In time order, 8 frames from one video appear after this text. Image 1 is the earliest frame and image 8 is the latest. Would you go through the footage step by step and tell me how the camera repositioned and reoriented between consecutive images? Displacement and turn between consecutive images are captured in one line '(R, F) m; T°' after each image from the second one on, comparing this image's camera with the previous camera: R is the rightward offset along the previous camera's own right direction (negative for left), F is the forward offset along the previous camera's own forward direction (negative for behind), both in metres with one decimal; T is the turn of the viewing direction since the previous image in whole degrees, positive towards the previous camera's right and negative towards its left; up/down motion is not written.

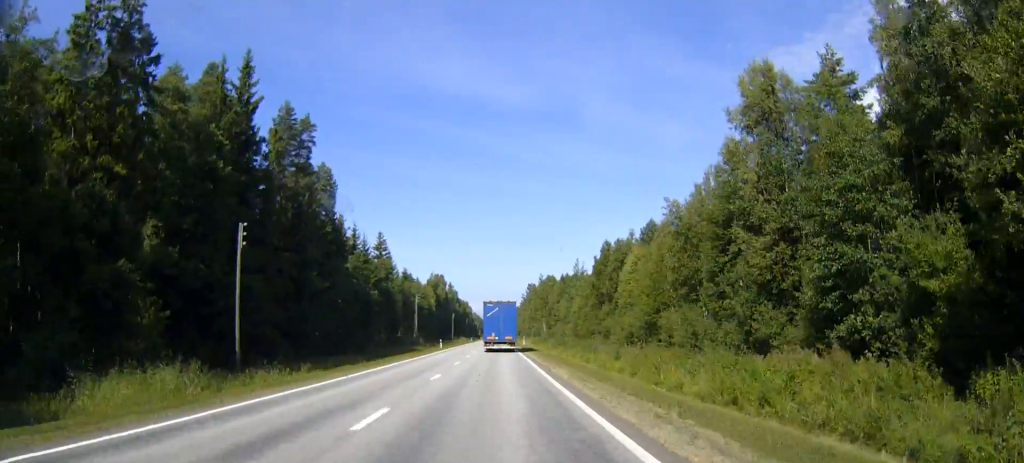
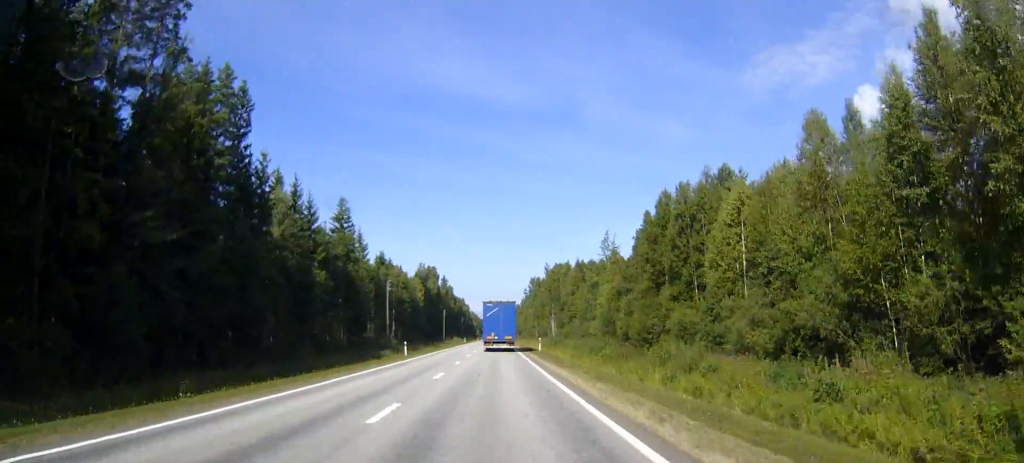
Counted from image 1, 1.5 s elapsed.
(0.0, +35.0) m; 0°
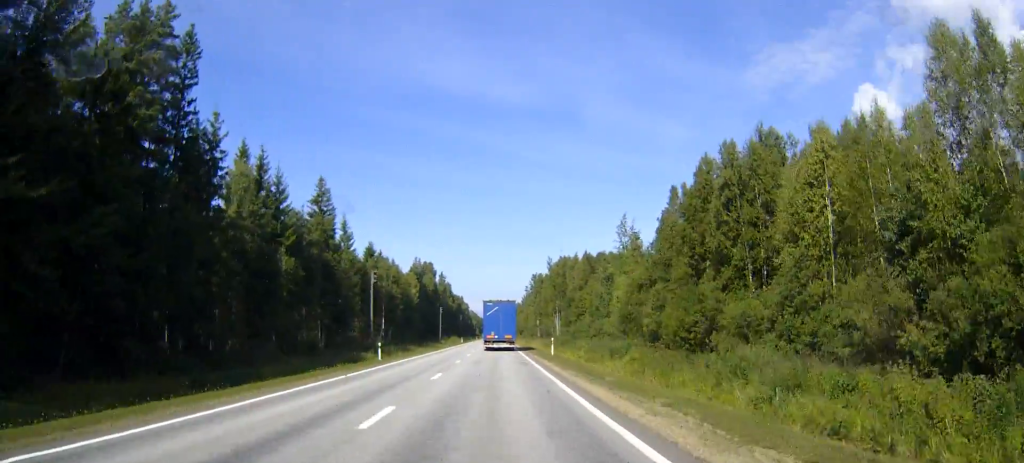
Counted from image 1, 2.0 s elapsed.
(0.0, +12.7) m; 0°
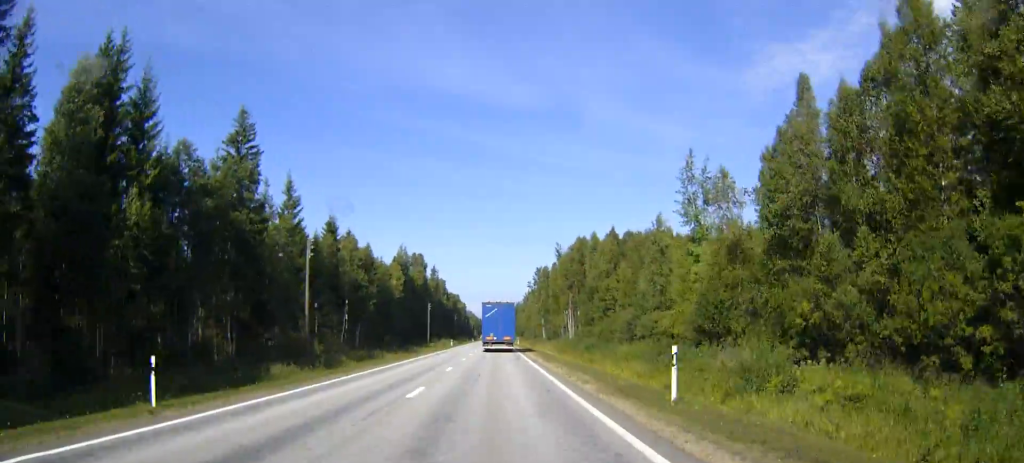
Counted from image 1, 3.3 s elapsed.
(0.0, +30.4) m; 0°
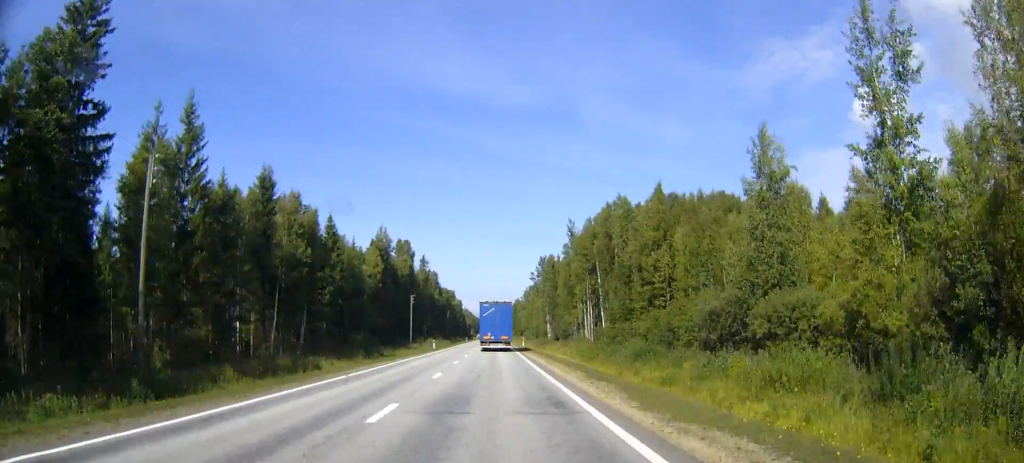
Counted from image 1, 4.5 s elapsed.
(0.0, +28.8) m; 0°
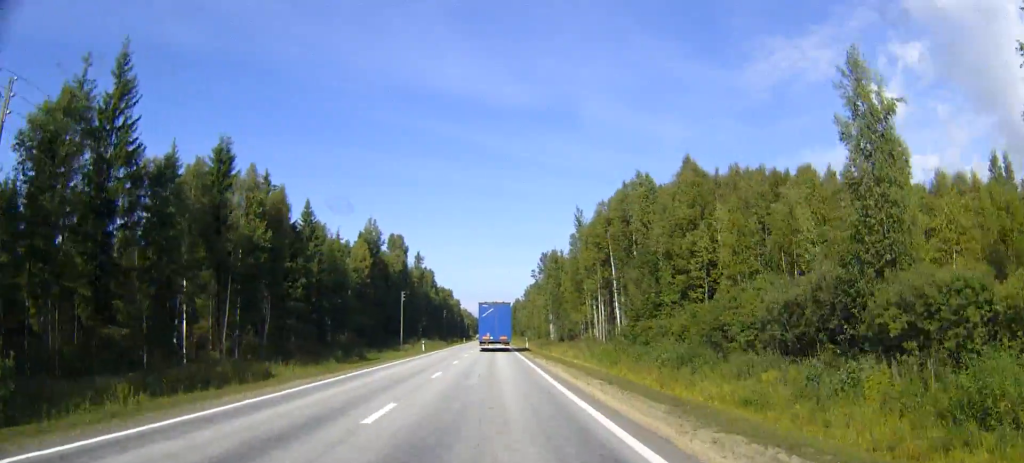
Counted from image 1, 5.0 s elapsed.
(0.0, +12.0) m; 0°
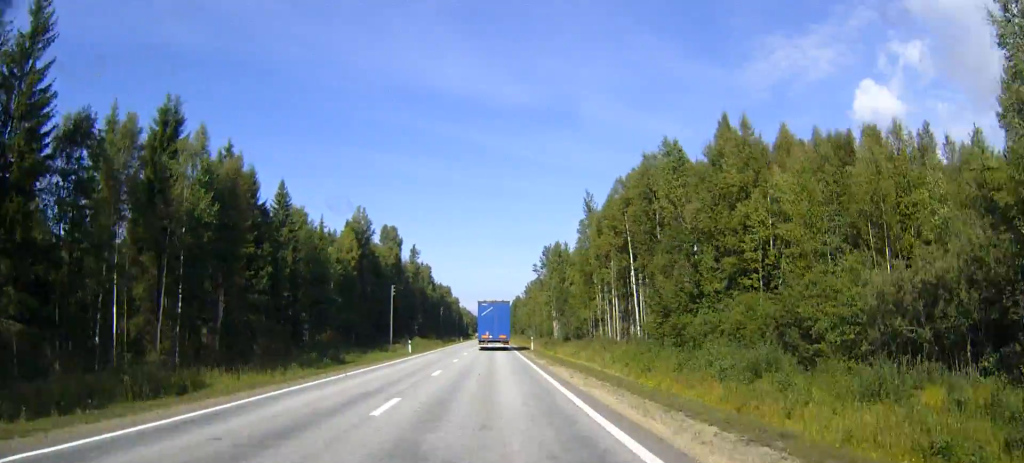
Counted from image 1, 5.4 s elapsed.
(0.0, +11.2) m; 0°
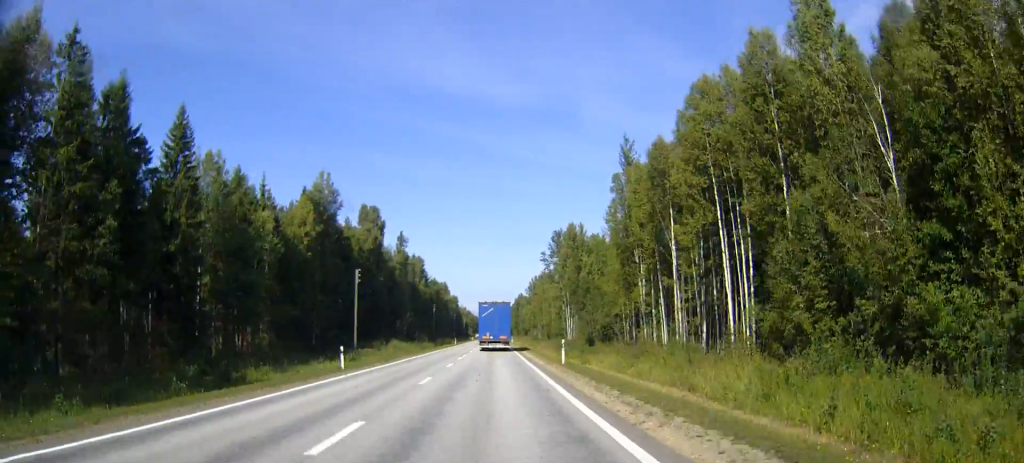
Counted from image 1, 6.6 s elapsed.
(0.0, +27.9) m; 0°
